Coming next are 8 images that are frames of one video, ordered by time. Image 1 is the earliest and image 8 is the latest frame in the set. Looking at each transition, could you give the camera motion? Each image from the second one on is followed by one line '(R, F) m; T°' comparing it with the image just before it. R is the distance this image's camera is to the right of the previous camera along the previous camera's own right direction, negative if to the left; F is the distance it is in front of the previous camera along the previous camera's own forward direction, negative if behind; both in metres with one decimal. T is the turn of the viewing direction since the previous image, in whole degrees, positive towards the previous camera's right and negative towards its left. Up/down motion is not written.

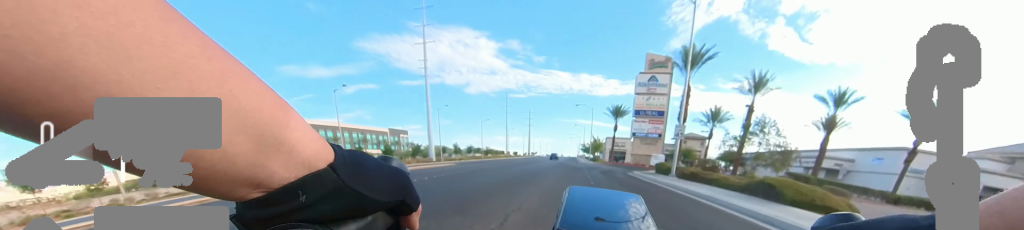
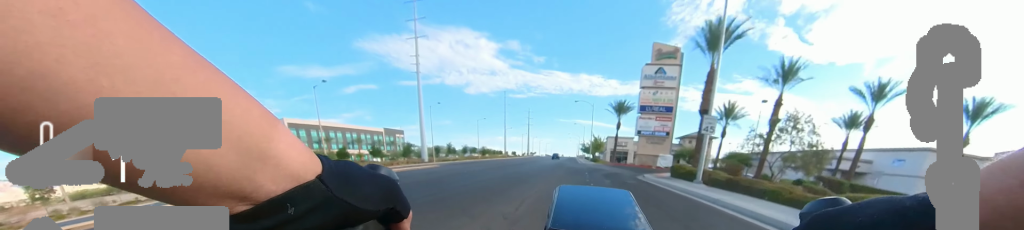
(0.0, +3.4) m; 0°
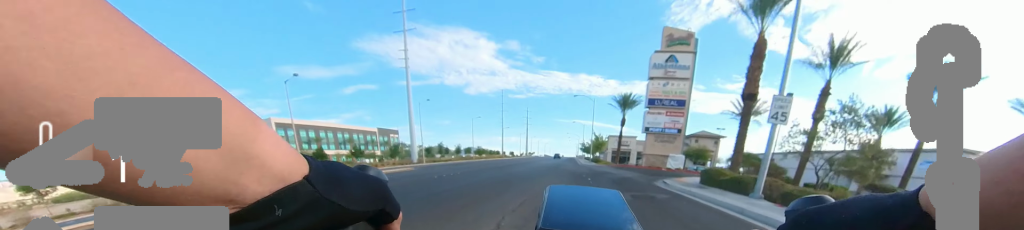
(0.0, +4.4) m; 0°
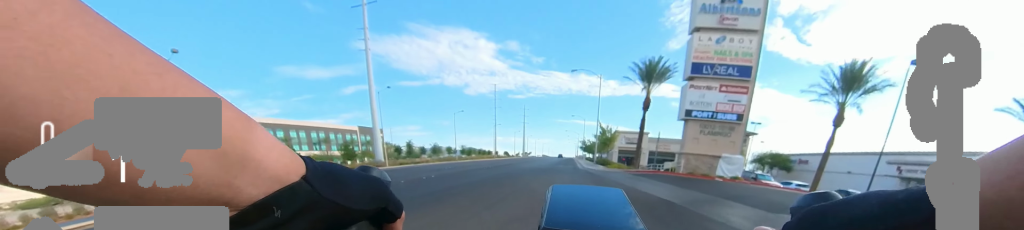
(0.0, +13.2) m; -1°
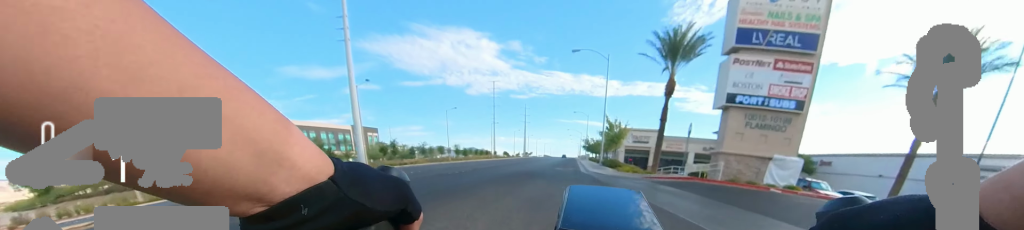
(-0.1, +5.9) m; -10°
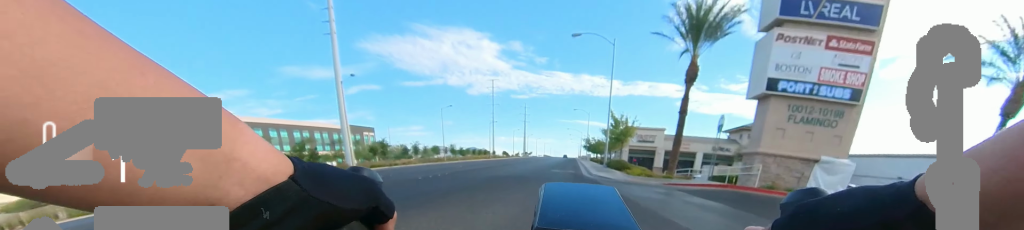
(-0.6, +3.3) m; -1°
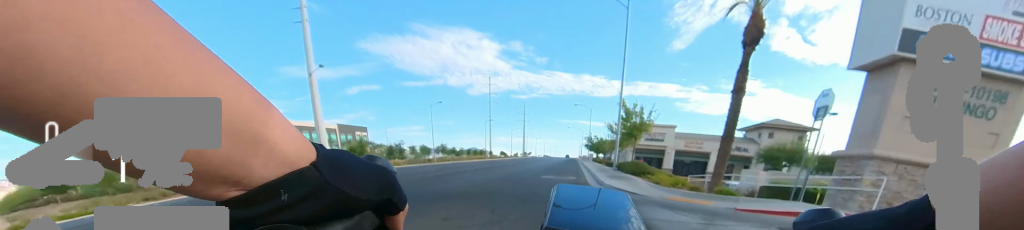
(+0.1, +5.3) m; +6°
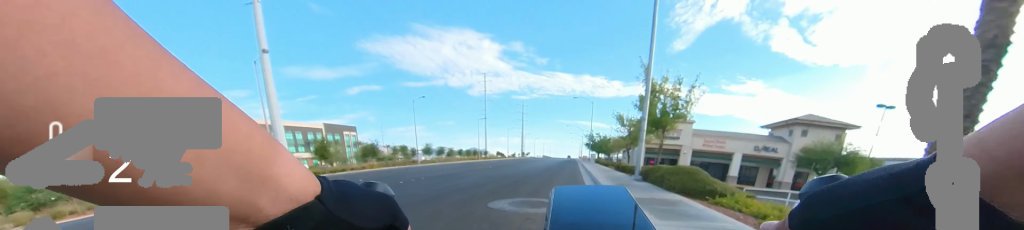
(+0.6, +6.8) m; +6°
